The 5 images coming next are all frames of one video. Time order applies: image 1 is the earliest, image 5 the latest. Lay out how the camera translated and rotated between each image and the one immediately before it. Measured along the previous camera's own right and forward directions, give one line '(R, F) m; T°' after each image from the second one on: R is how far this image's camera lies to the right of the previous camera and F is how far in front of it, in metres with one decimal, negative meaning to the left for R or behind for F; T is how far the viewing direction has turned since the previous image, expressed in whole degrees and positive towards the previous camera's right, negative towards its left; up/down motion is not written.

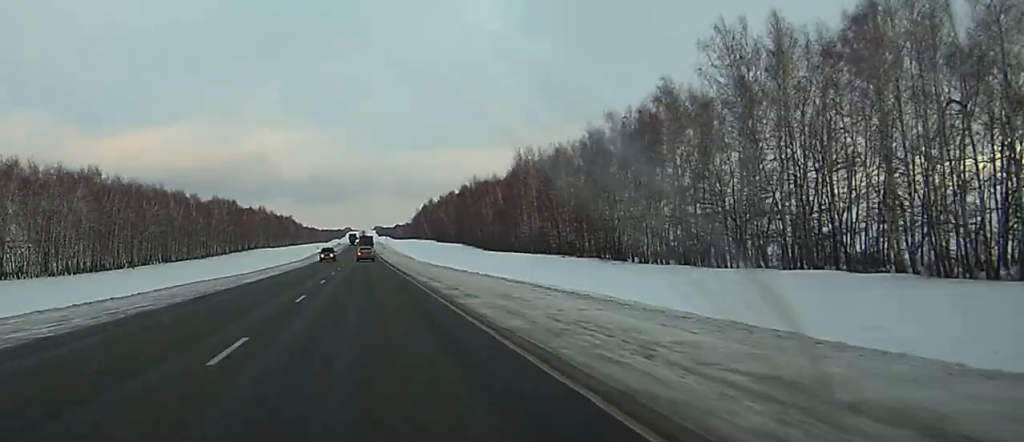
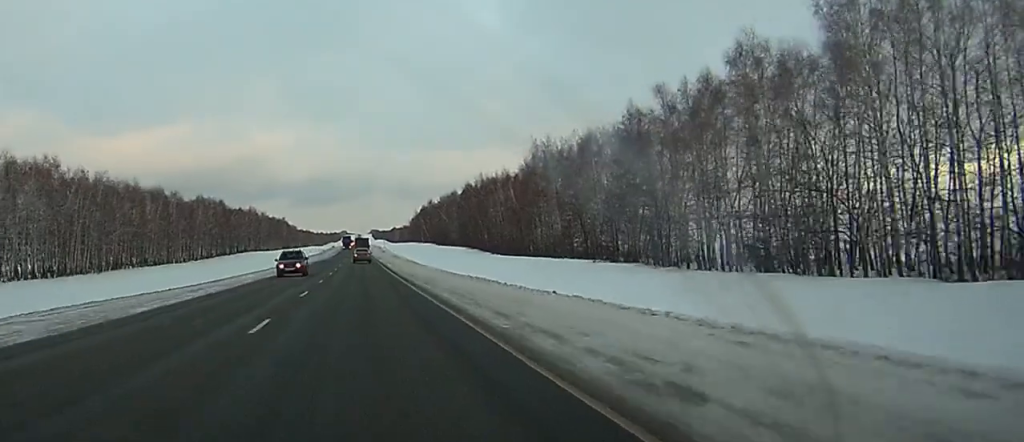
(-0.1, +20.3) m; 0°
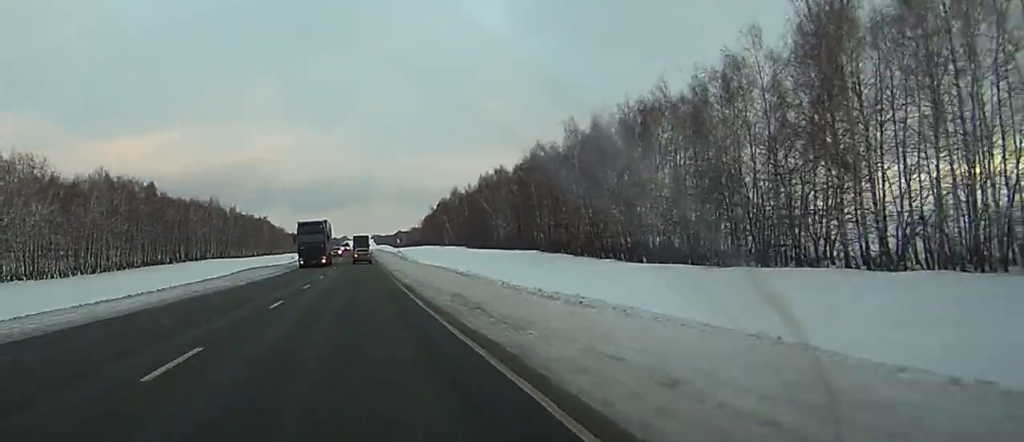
(+0.1, +100.8) m; 0°
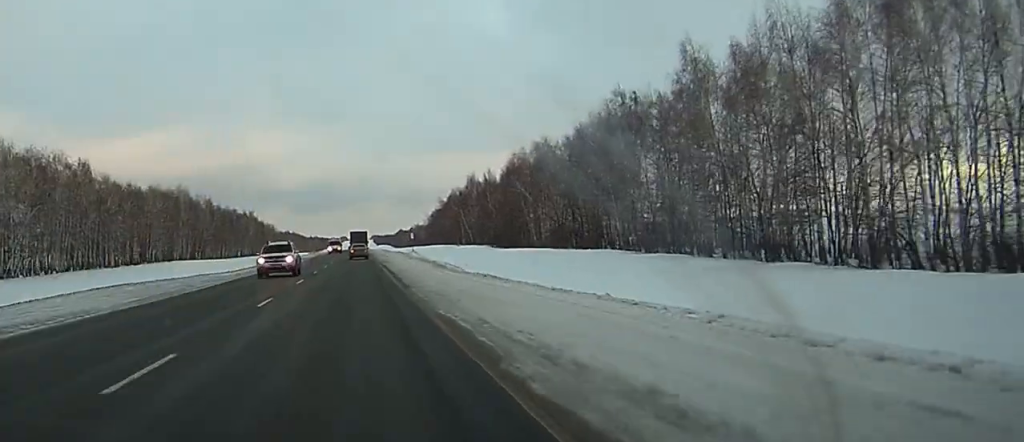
(-0.3, +49.1) m; -1°
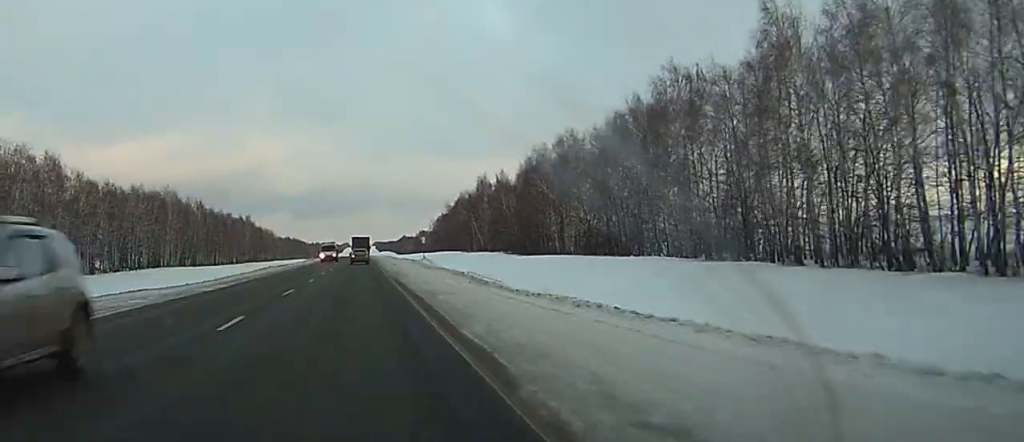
(0.0, +17.5) m; 0°
